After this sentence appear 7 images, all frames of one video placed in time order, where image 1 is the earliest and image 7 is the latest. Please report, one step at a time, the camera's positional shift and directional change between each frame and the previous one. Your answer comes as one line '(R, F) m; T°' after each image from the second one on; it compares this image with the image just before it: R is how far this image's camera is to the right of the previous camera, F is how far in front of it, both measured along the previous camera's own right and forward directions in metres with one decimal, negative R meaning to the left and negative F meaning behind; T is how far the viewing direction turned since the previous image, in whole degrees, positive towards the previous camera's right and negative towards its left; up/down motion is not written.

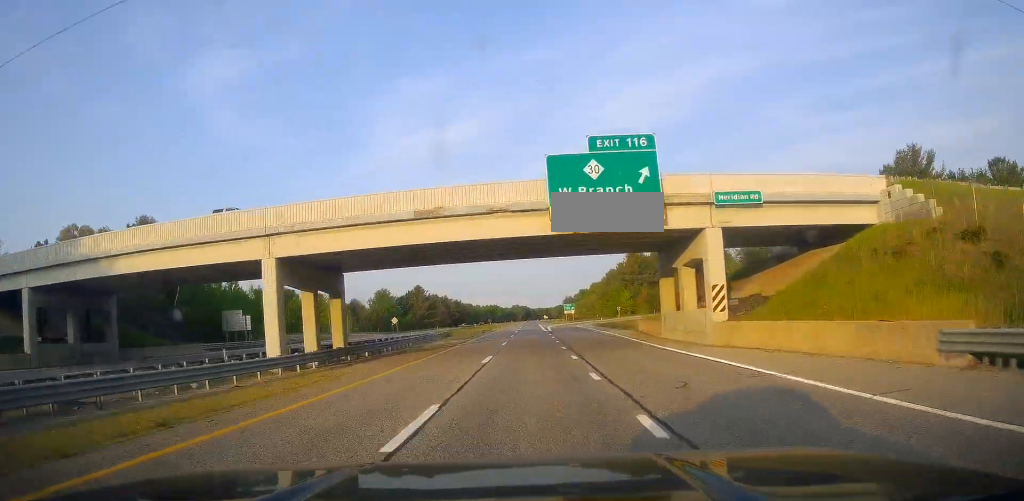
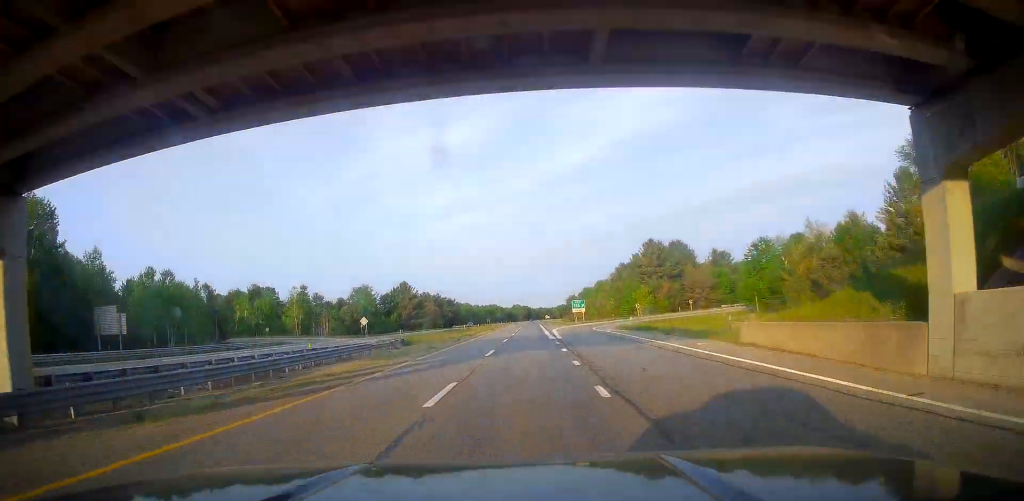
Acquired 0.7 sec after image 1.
(0.0, +26.5) m; -1°
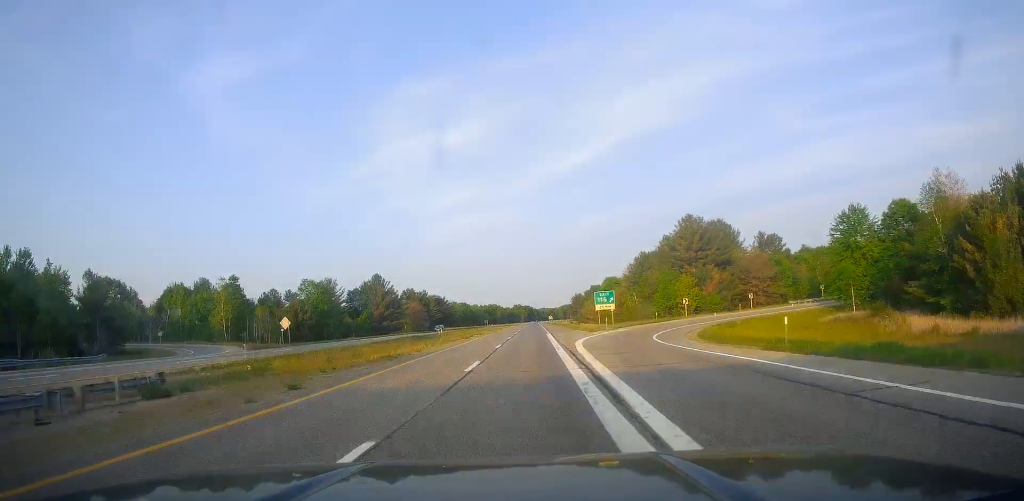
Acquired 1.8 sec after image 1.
(-0.5, +38.3) m; 0°
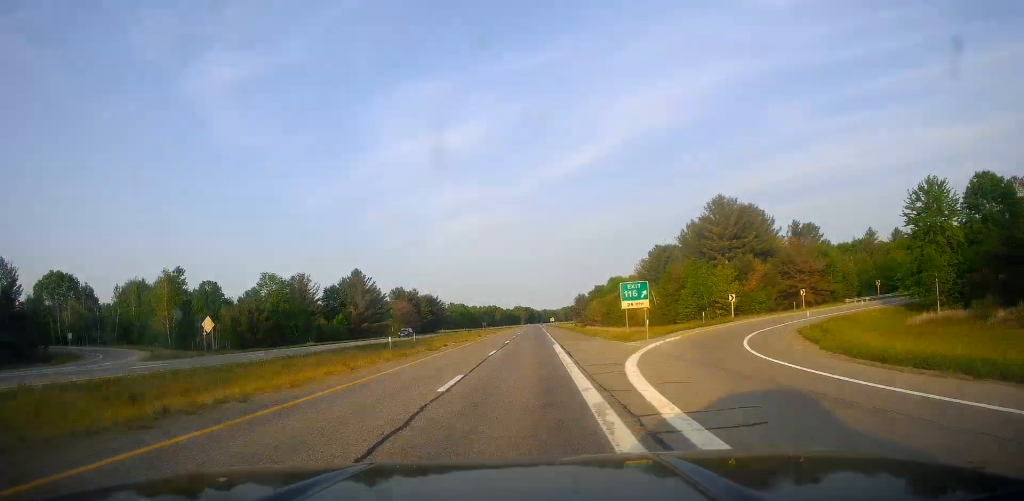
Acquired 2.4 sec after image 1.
(+0.2, +20.3) m; 0°
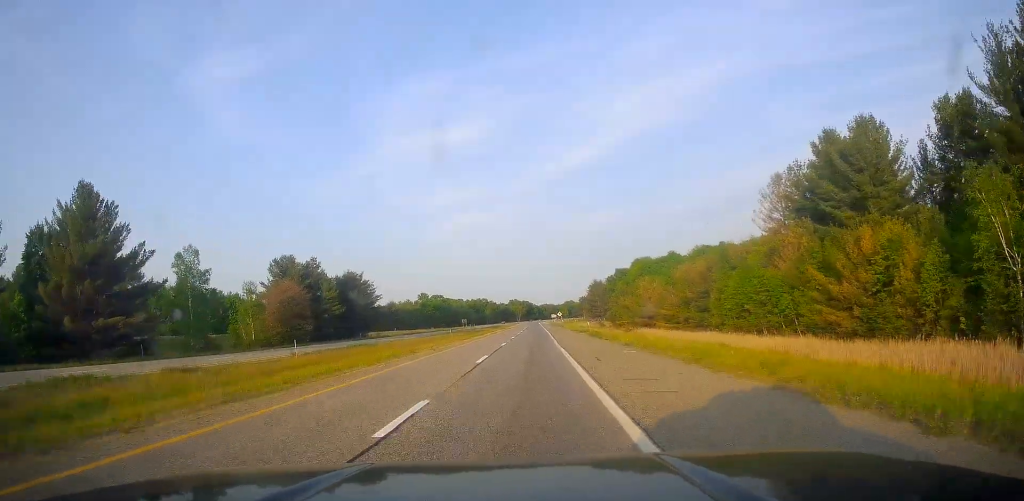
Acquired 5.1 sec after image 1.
(-0.7, +97.8) m; 0°
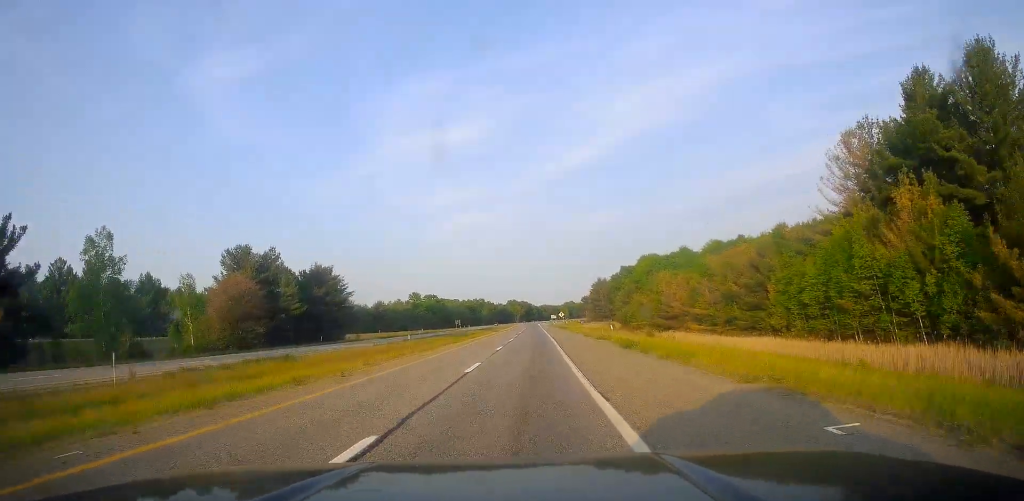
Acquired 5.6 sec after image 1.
(+0.2, +19.1) m; 0°
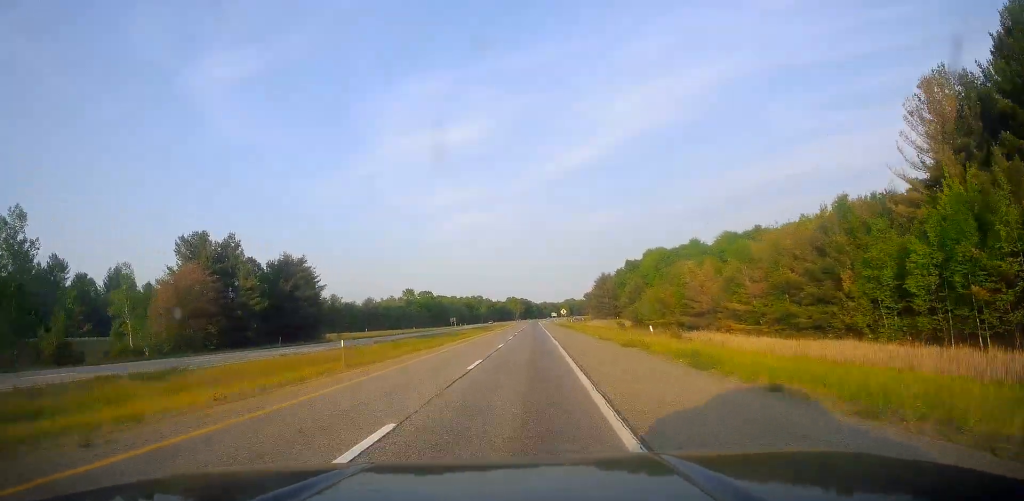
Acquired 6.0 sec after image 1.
(+0.1, +14.3) m; 0°
